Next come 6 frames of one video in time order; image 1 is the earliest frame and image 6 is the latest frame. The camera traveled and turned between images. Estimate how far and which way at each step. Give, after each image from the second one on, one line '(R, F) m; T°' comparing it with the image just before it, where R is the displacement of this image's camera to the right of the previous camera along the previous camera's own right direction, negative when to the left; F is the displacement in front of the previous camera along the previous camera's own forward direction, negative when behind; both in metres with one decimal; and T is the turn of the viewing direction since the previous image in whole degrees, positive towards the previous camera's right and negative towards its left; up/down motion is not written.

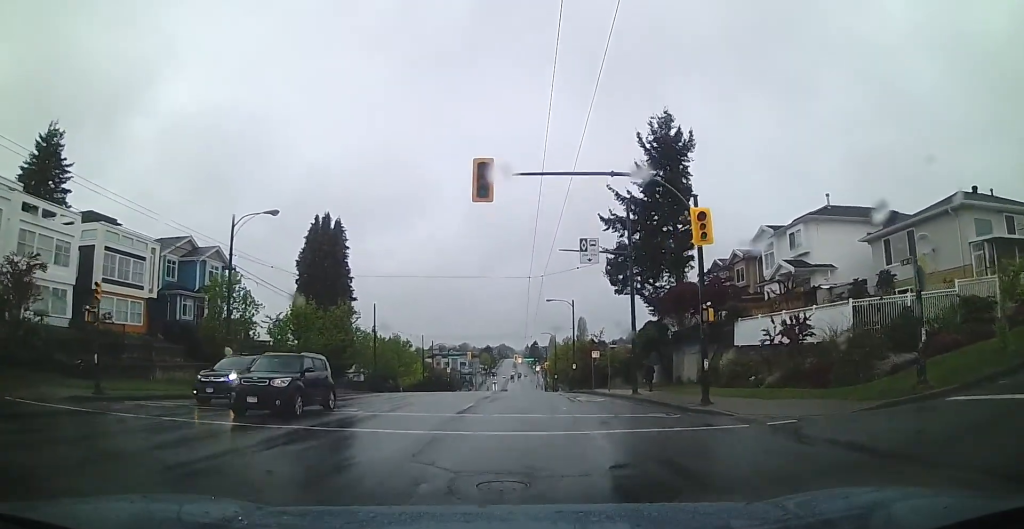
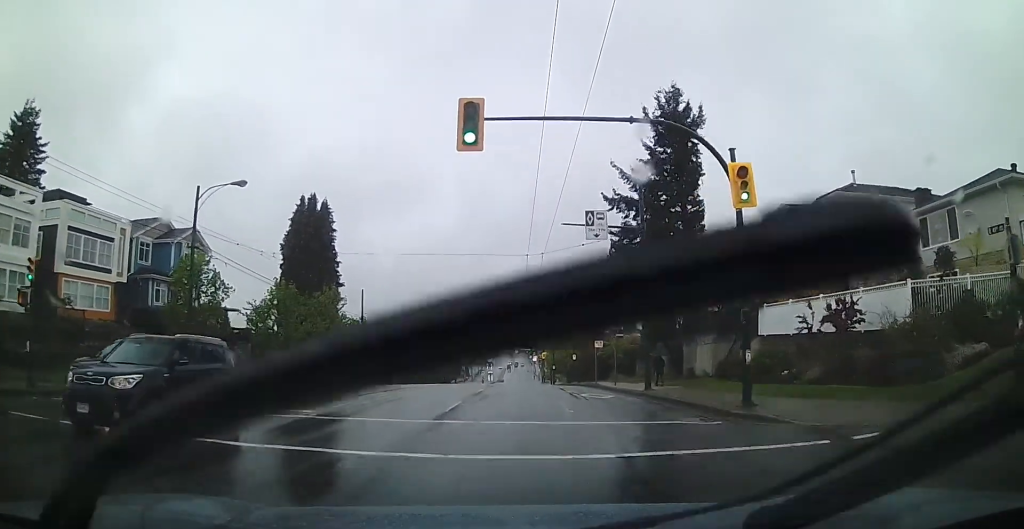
(-0.1, +2.4) m; -2°
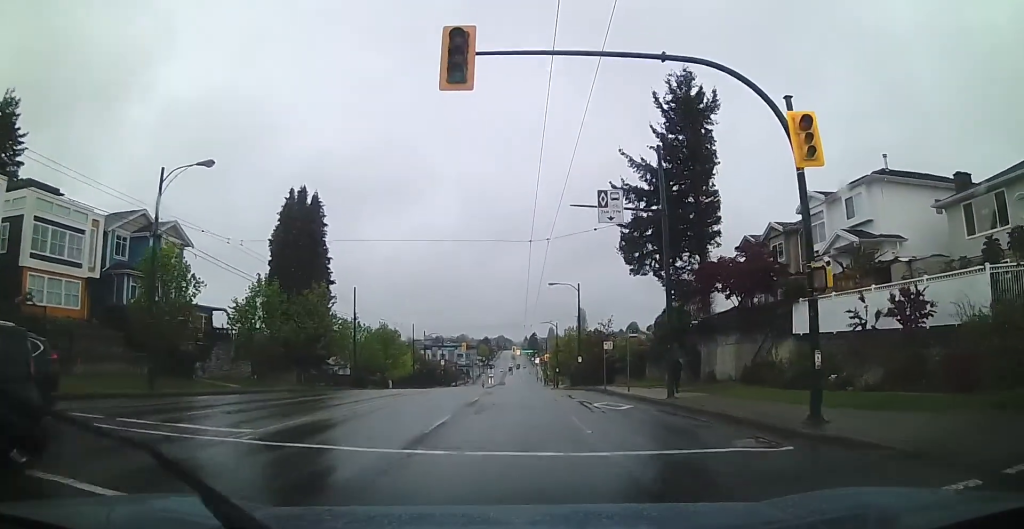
(0.0, +2.4) m; -1°
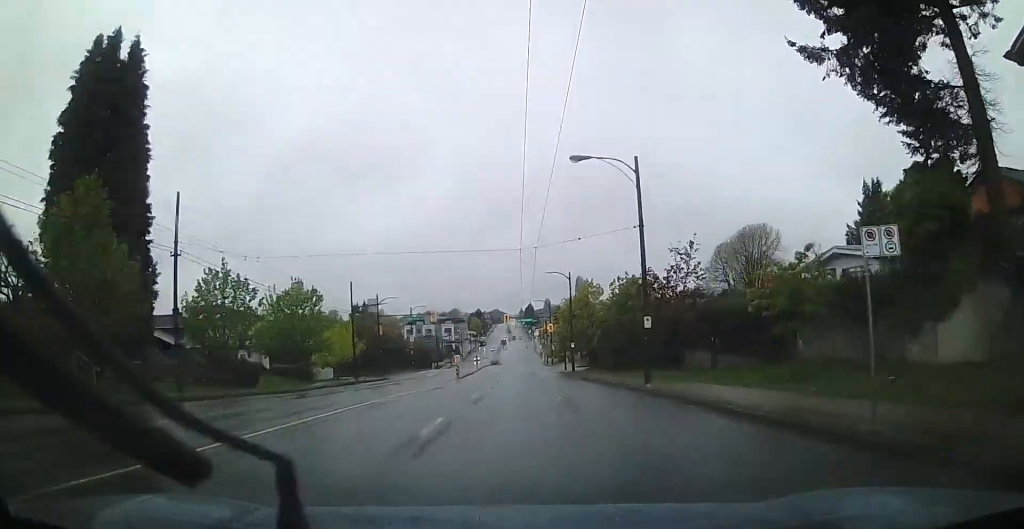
(+0.6, +22.5) m; +1°
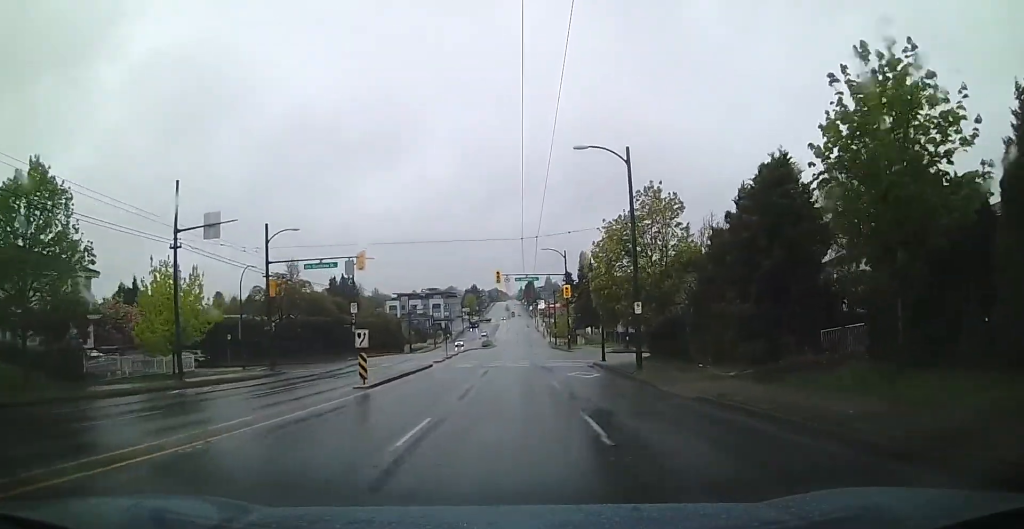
(+0.2, +24.5) m; +2°
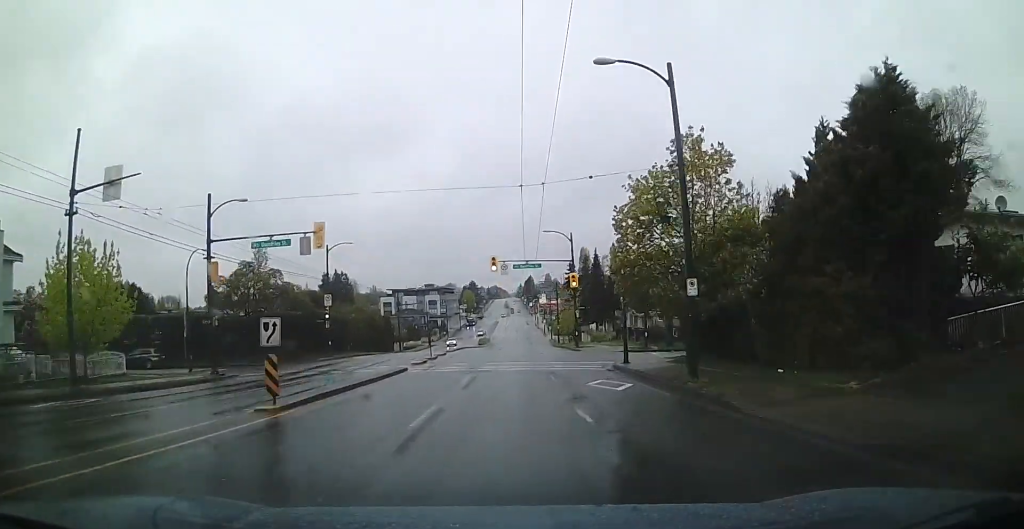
(0.0, +6.3) m; -1°
